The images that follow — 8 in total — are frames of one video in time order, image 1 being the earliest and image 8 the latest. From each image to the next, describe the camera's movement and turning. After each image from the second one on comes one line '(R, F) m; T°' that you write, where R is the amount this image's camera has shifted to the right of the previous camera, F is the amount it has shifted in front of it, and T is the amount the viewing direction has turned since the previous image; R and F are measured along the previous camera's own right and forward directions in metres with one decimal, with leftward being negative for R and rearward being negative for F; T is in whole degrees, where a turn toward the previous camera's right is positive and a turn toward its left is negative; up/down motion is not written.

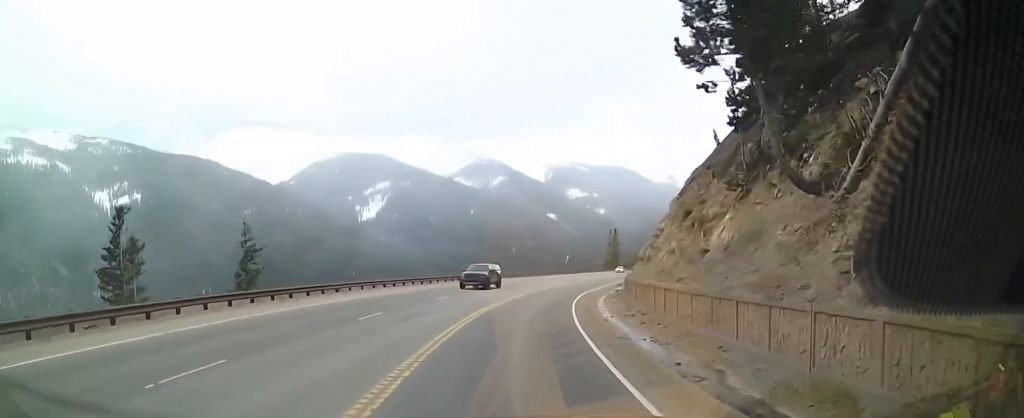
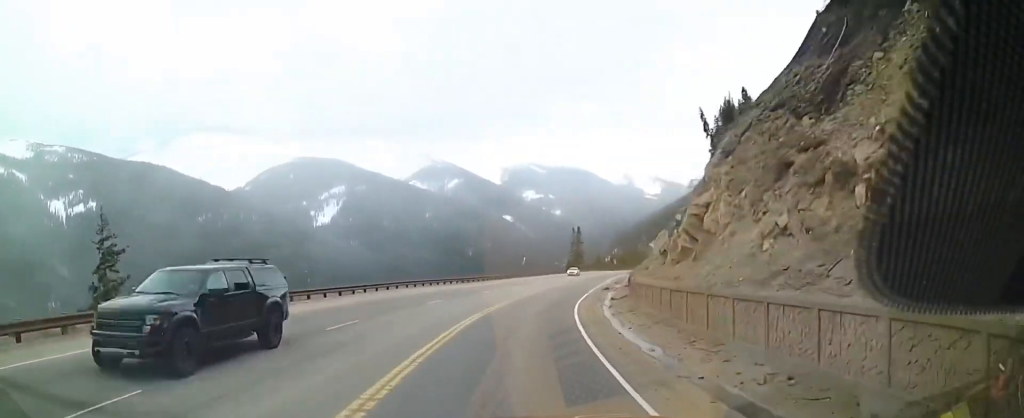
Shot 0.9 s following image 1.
(+0.9, +15.2) m; +6°
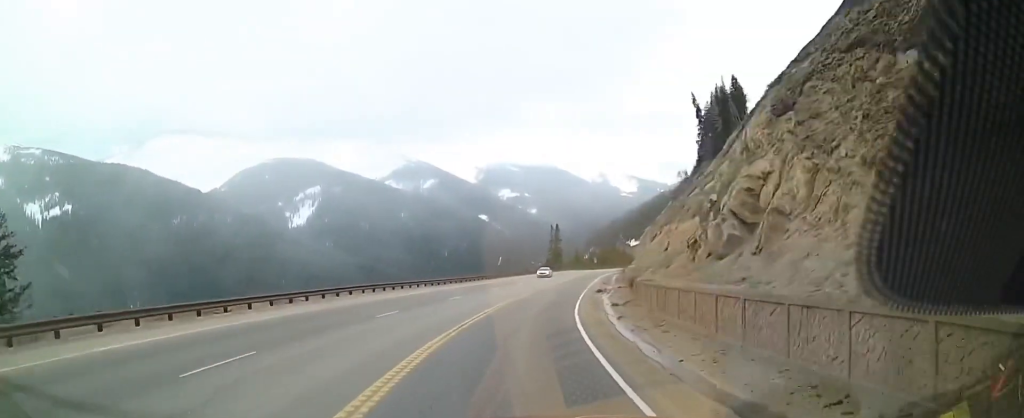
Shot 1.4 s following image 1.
(+0.2, +7.7) m; +2°
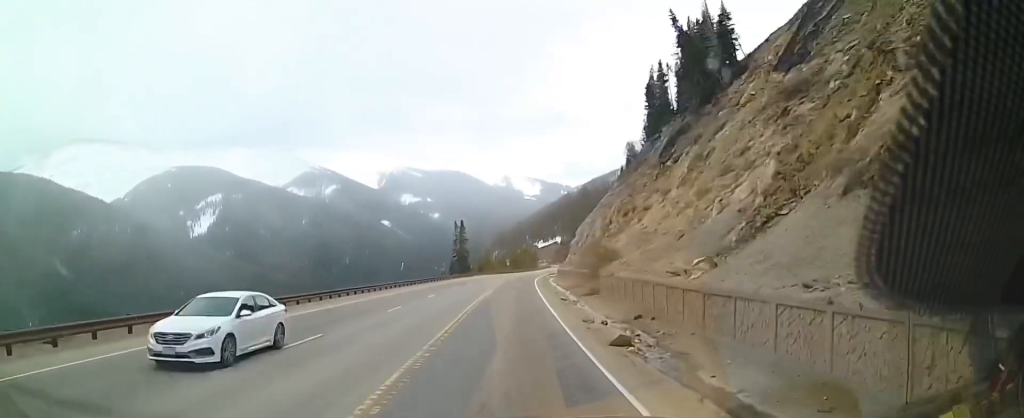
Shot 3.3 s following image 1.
(+0.9, +30.9) m; +4°
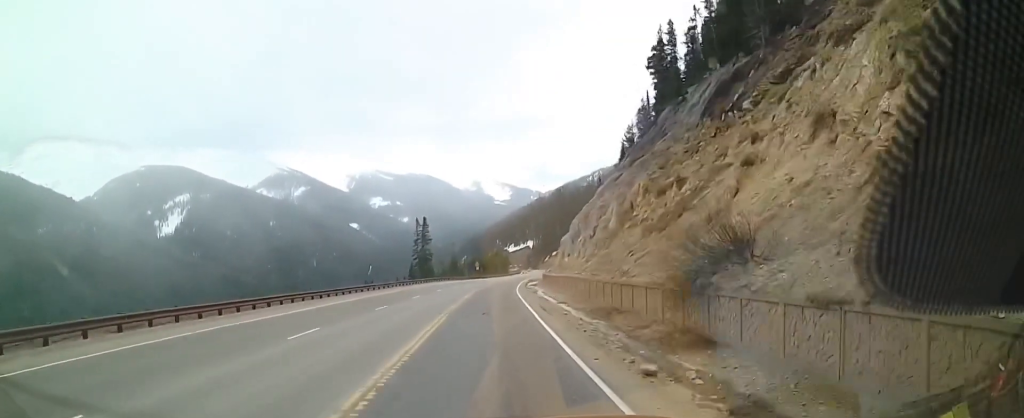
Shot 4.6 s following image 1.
(+1.2, +22.8) m; +4°
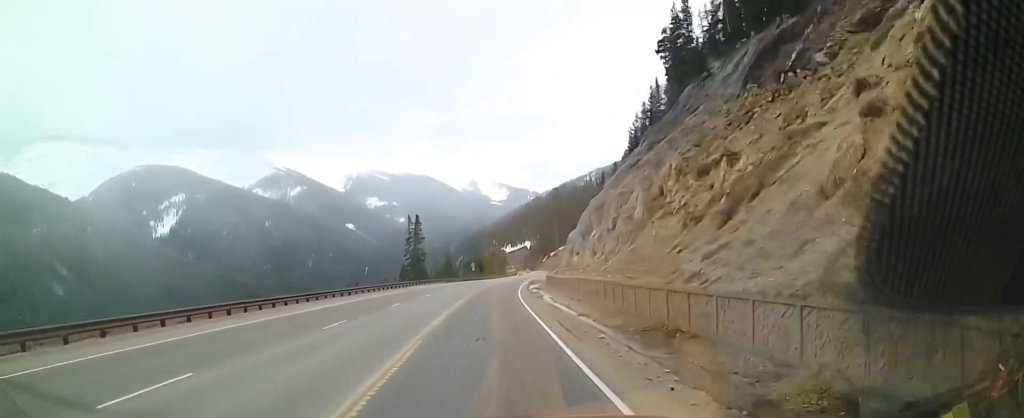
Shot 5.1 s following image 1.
(+0.2, +8.7) m; +1°
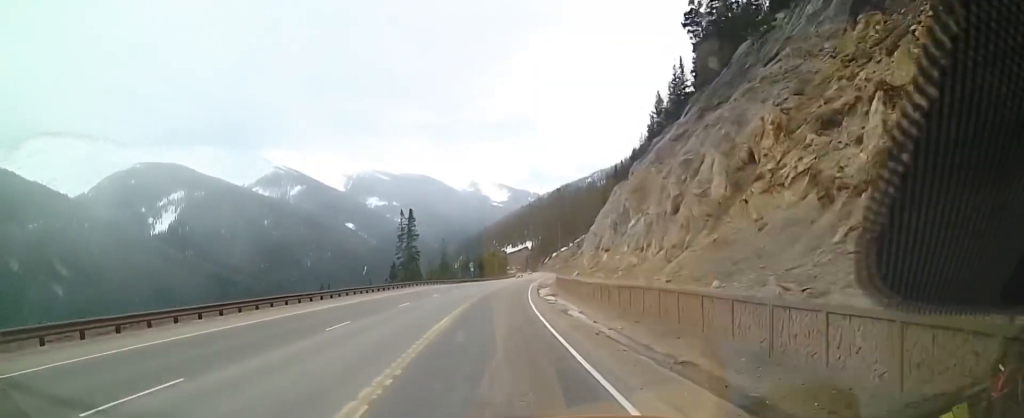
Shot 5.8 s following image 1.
(0.0, +13.0) m; +1°
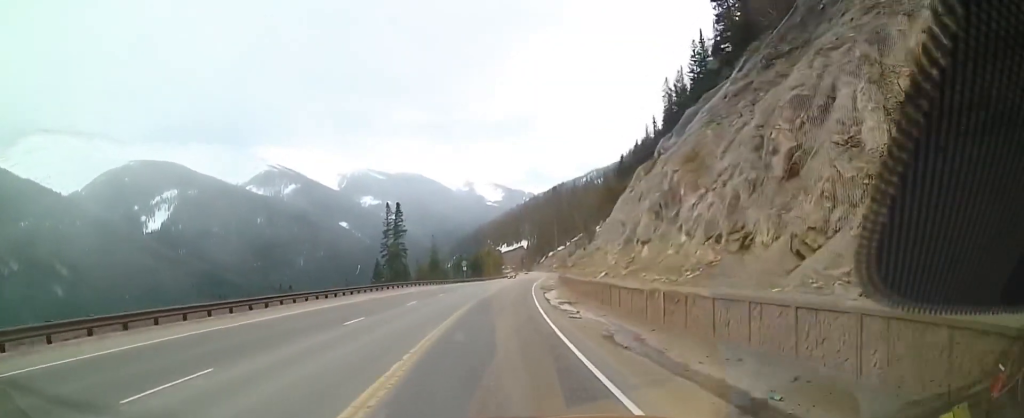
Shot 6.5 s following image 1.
(0.0, +11.9) m; +1°
